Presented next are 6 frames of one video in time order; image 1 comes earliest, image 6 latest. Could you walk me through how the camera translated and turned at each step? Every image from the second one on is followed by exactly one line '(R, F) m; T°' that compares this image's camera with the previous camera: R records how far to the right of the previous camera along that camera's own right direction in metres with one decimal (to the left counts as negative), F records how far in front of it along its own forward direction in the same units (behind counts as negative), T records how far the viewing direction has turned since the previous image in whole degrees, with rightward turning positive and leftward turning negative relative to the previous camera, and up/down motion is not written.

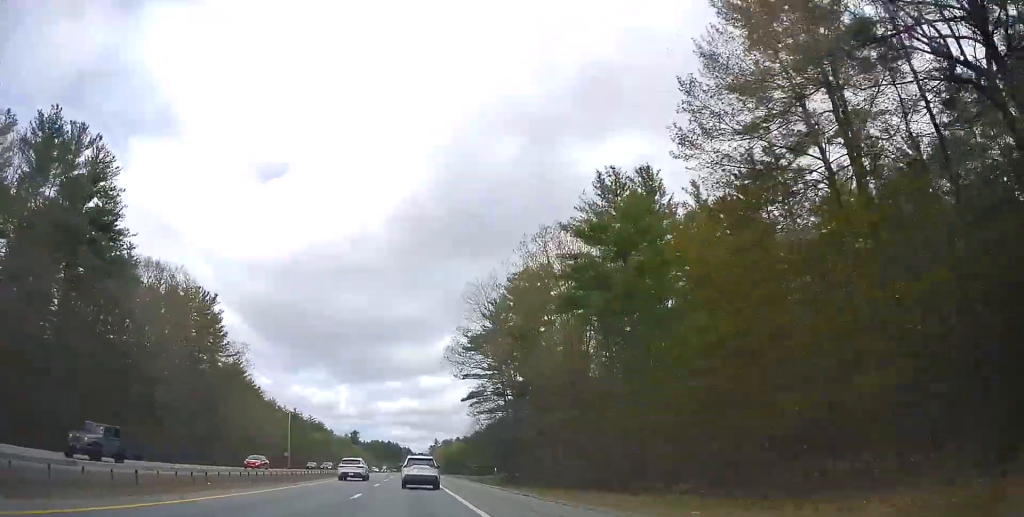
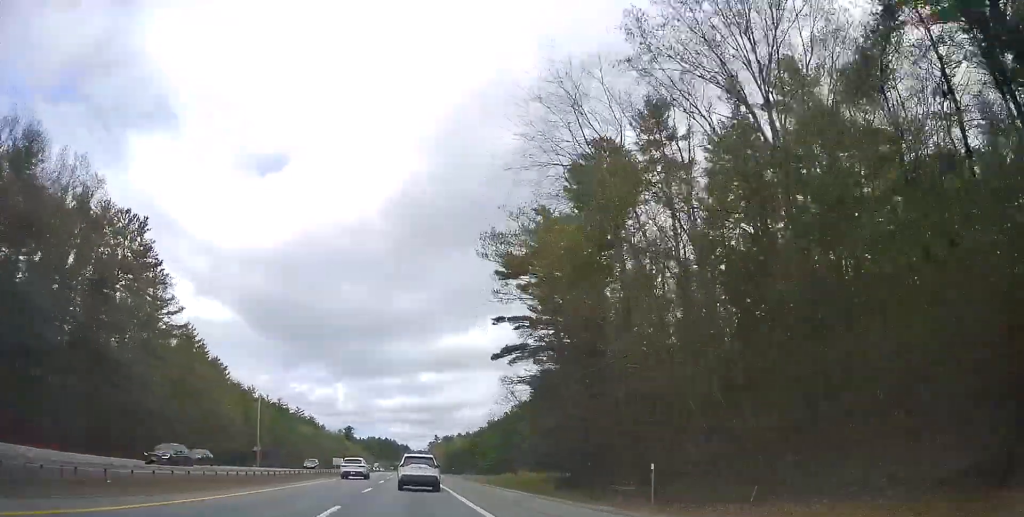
(+0.2, +31.0) m; 0°
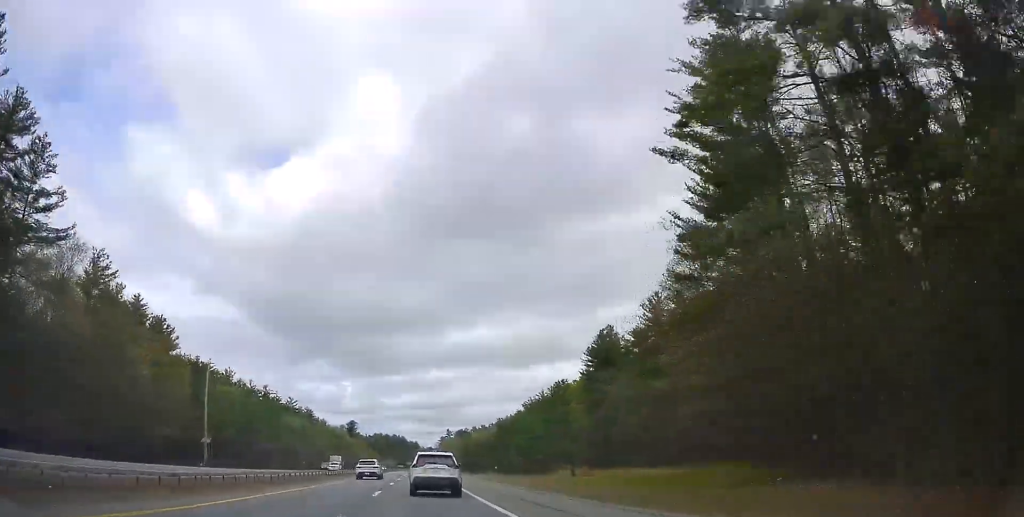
(+0.1, +38.4) m; 0°
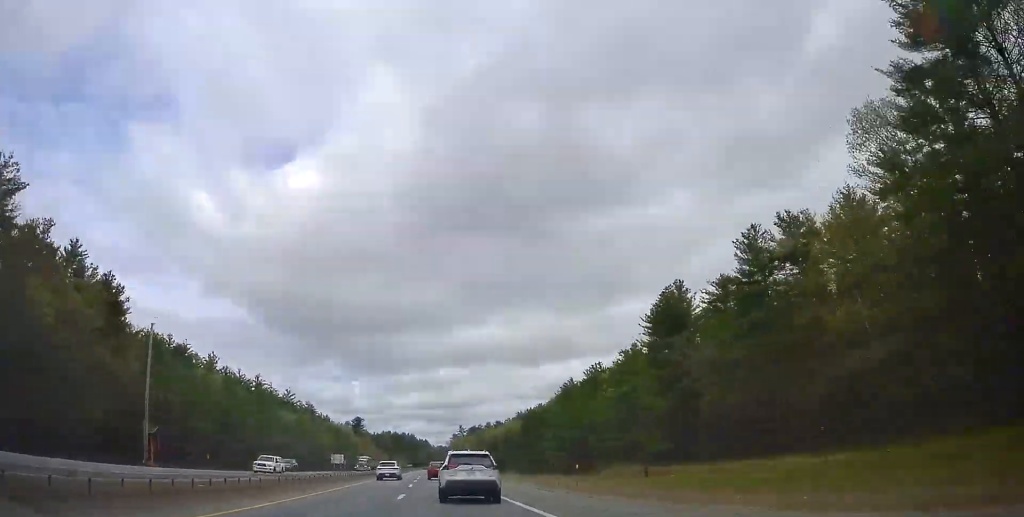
(-0.1, +24.7) m; 0°
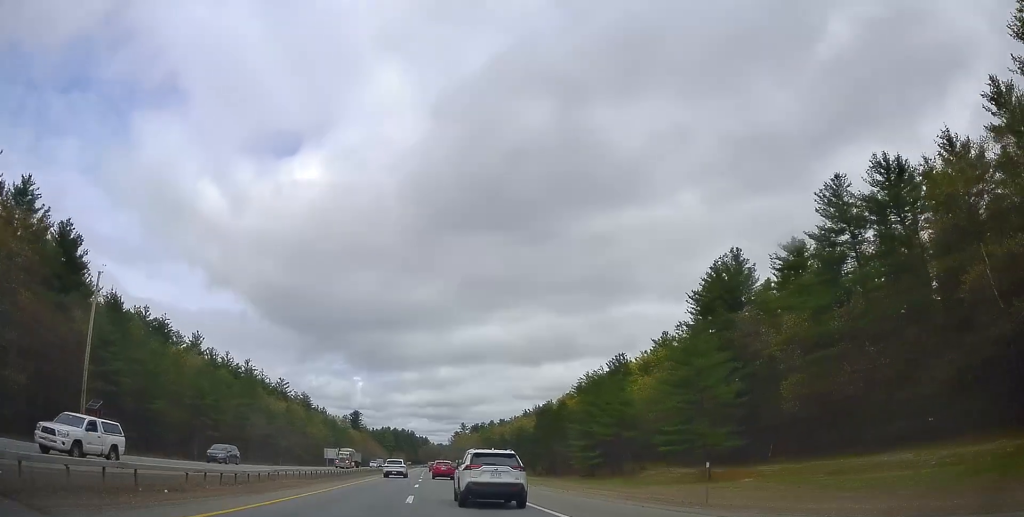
(0.0, +14.4) m; 0°
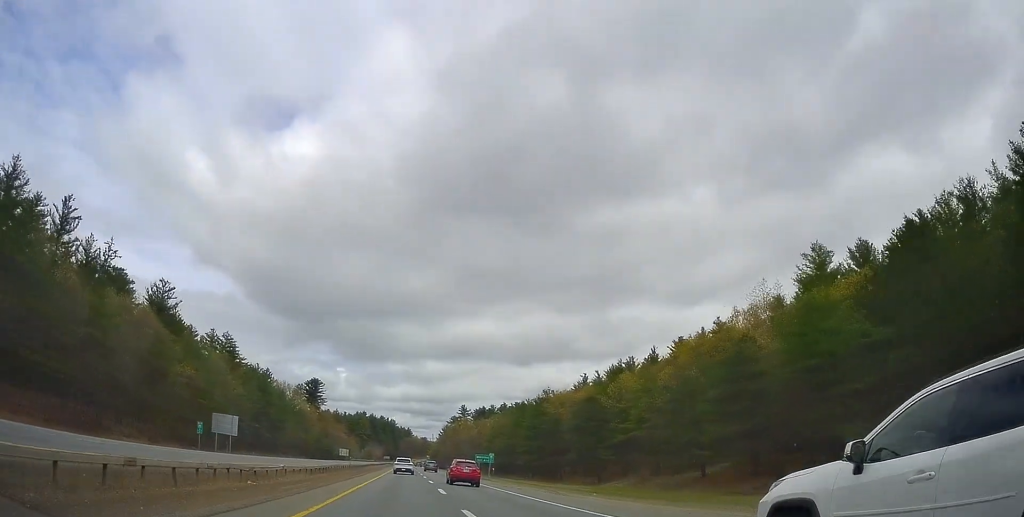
(-2.4, +100.8) m; -1°
